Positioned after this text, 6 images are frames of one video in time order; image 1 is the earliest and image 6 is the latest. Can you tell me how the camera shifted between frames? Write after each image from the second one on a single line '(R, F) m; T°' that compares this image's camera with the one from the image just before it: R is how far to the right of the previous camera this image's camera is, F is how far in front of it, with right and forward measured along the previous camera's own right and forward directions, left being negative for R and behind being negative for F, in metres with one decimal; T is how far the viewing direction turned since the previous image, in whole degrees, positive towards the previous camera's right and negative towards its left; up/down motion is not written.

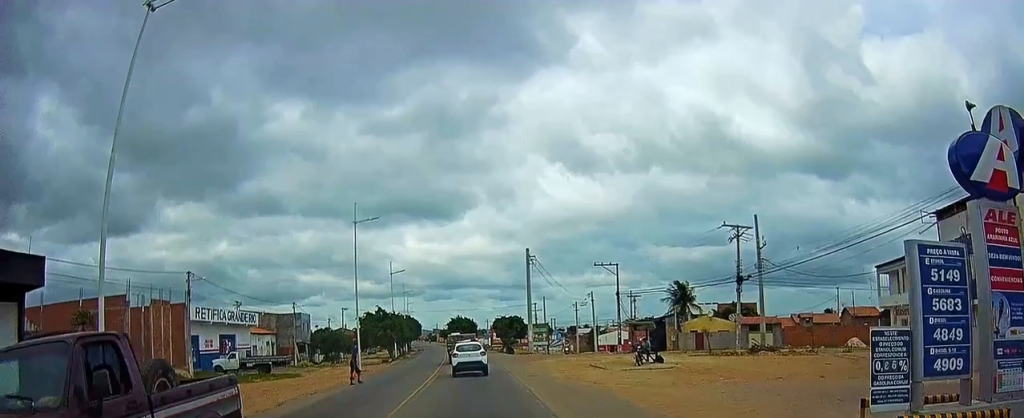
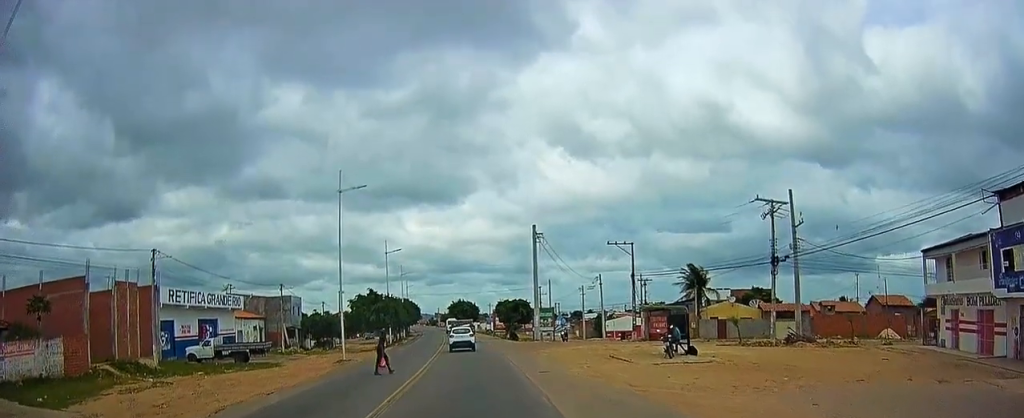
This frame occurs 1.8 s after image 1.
(-0.1, +8.5) m; -2°
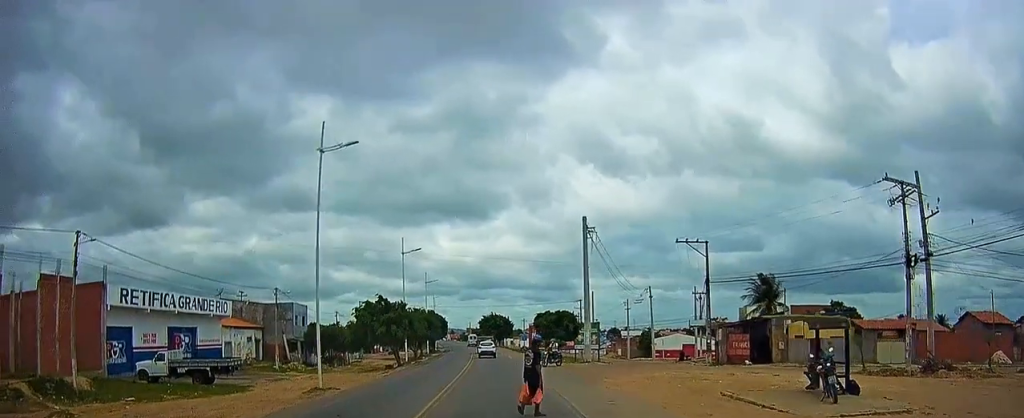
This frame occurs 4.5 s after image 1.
(-0.2, +8.7) m; +2°
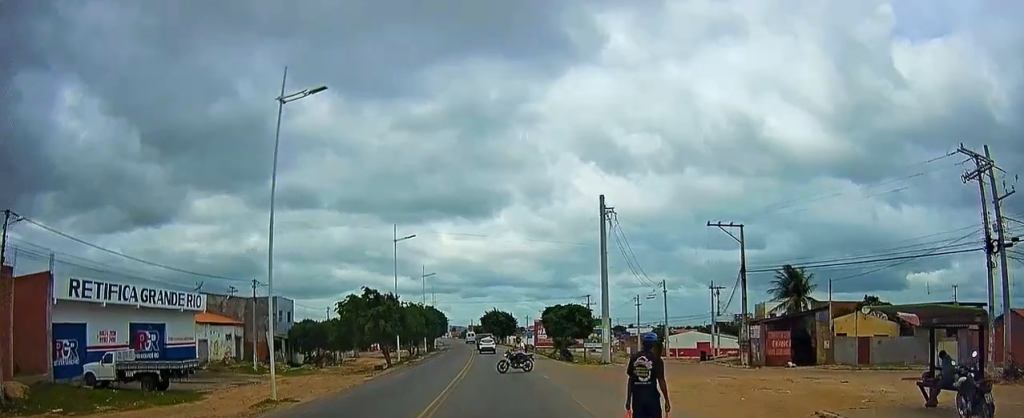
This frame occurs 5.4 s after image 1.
(0.0, +3.9) m; 0°
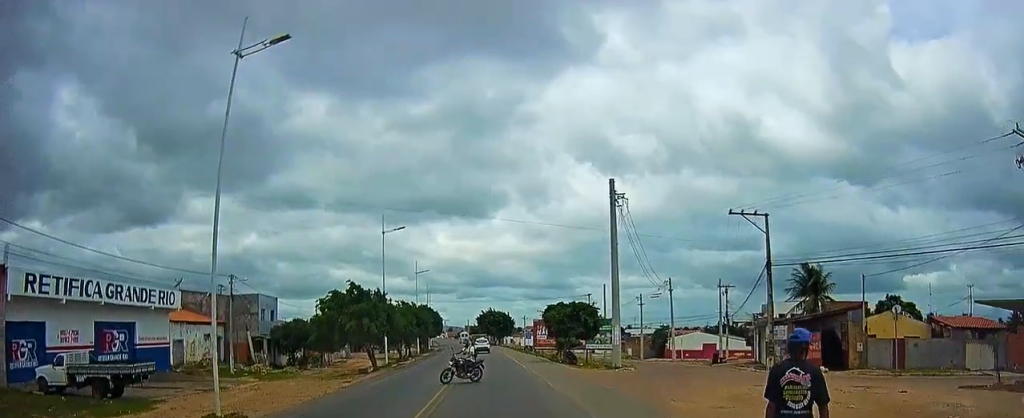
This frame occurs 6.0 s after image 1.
(0.0, +2.9) m; -1°
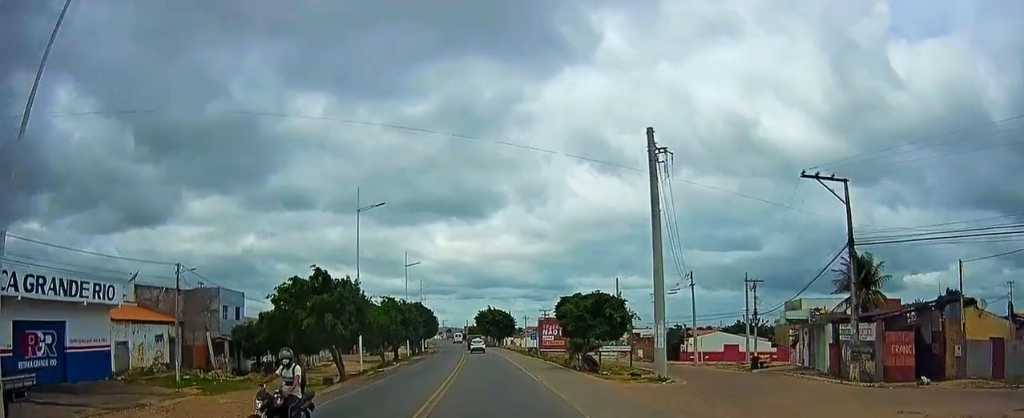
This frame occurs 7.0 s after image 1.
(-0.1, +6.0) m; -3°
